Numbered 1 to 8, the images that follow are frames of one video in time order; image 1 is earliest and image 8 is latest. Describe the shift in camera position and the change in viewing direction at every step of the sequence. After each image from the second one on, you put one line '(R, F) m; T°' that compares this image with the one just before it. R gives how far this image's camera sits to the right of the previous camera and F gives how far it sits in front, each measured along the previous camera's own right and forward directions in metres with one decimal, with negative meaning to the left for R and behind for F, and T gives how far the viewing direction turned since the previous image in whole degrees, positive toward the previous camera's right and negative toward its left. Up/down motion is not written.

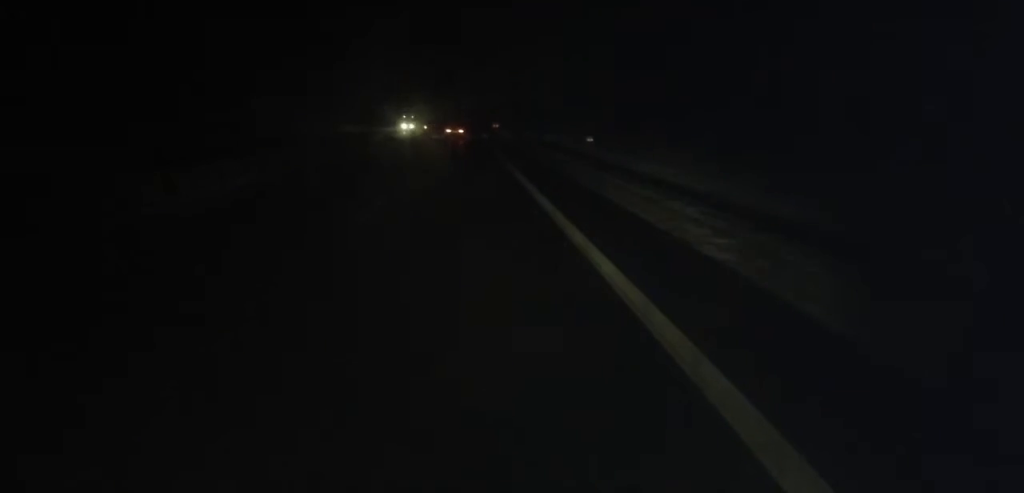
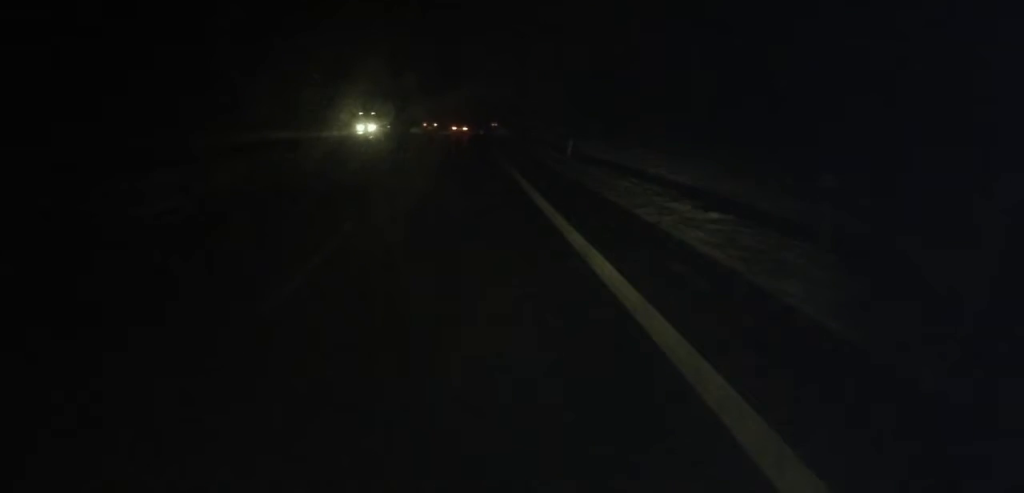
(0.0, +21.7) m; 0°
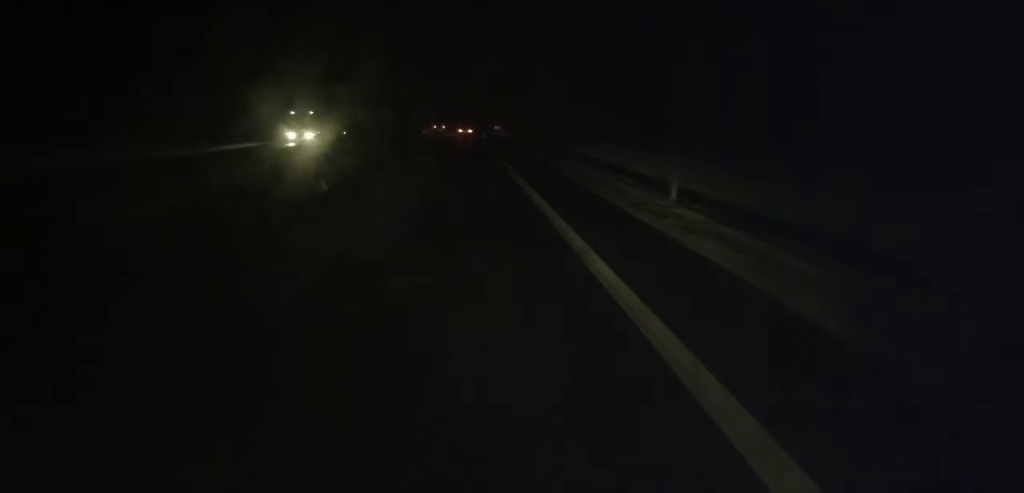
(0.0, +16.8) m; 0°
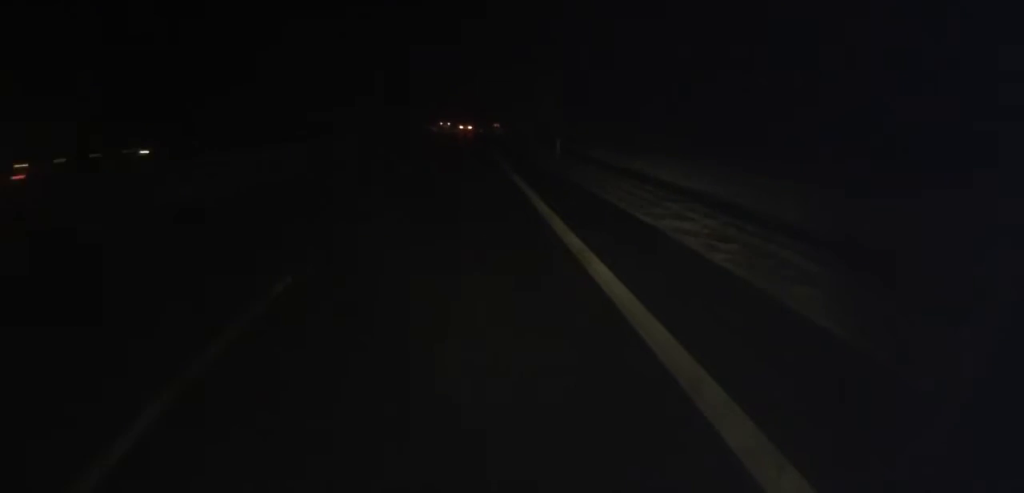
(+0.2, +21.3) m; +1°
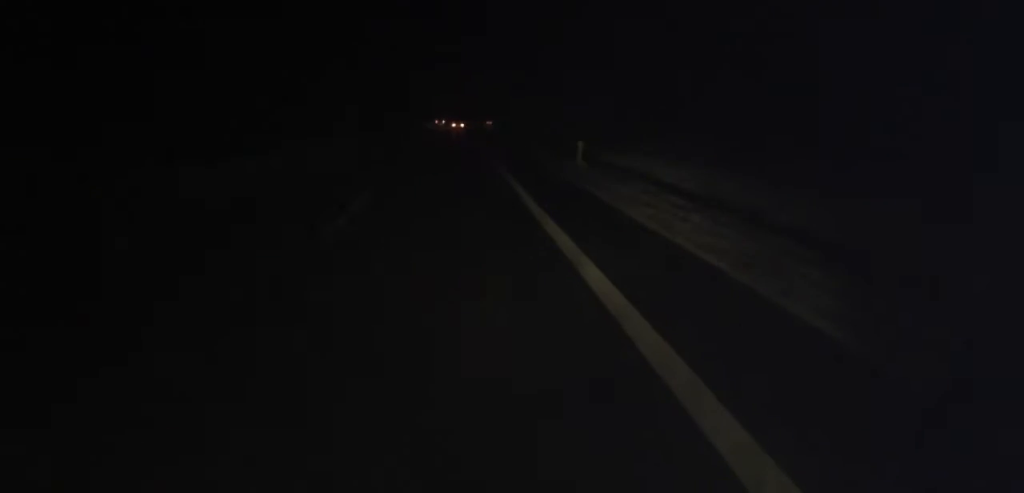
(+0.1, +9.3) m; 0°
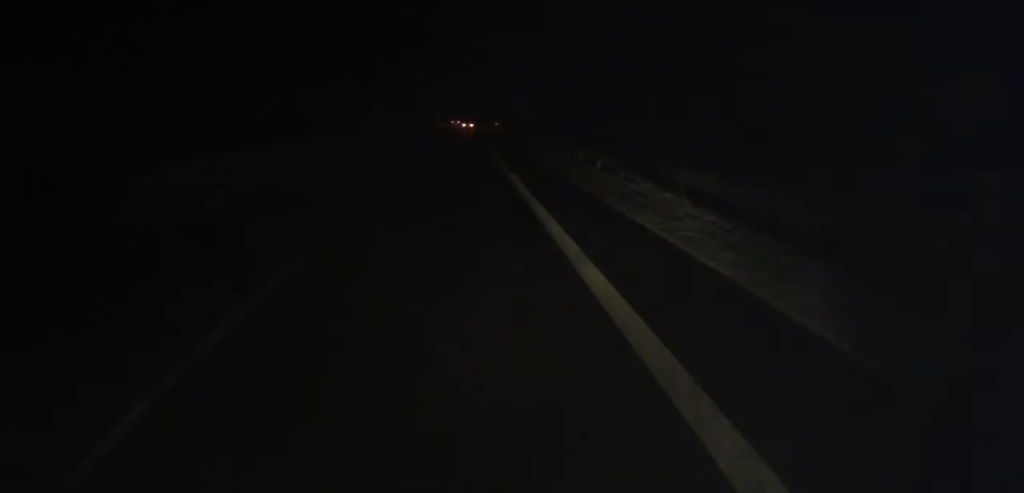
(-0.1, +22.7) m; +1°
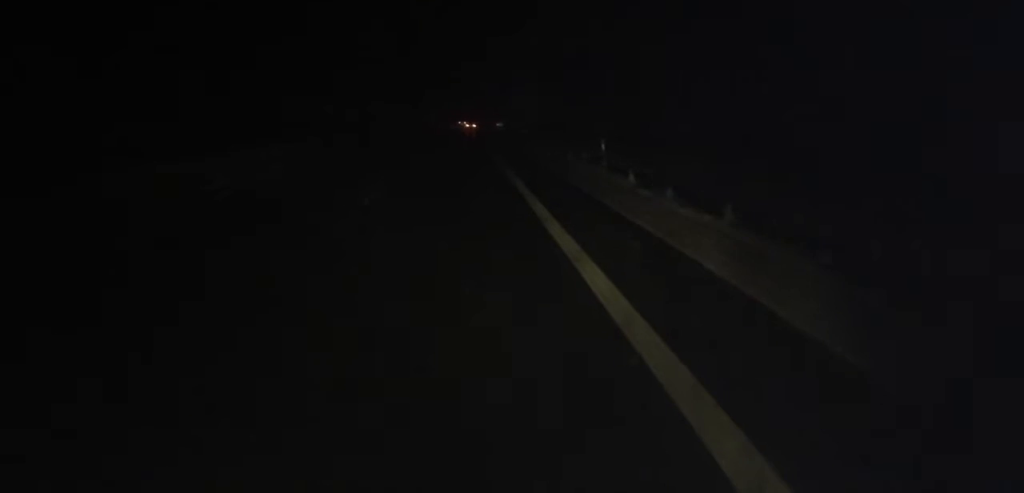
(+0.3, +20.9) m; +1°
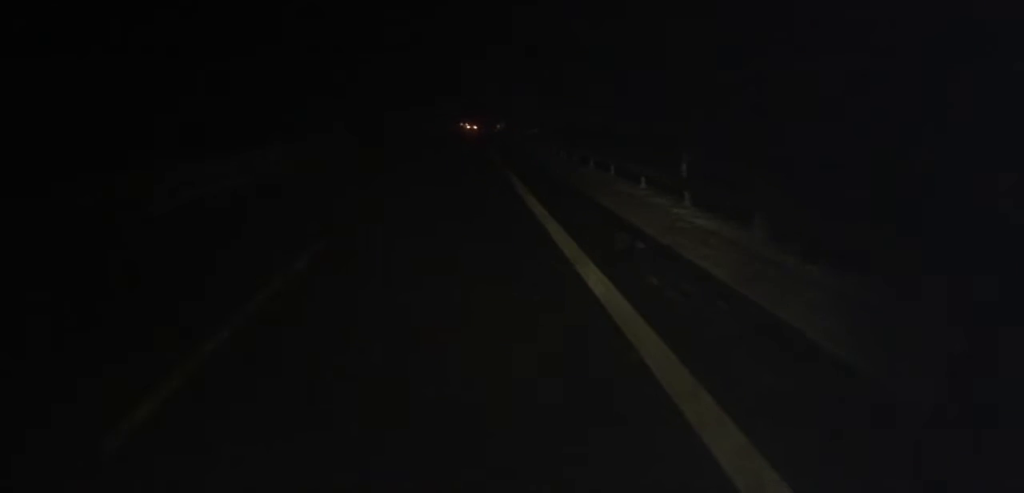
(0.0, +7.4) m; 0°
